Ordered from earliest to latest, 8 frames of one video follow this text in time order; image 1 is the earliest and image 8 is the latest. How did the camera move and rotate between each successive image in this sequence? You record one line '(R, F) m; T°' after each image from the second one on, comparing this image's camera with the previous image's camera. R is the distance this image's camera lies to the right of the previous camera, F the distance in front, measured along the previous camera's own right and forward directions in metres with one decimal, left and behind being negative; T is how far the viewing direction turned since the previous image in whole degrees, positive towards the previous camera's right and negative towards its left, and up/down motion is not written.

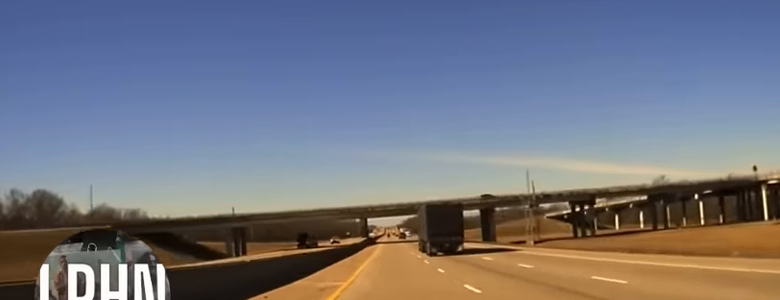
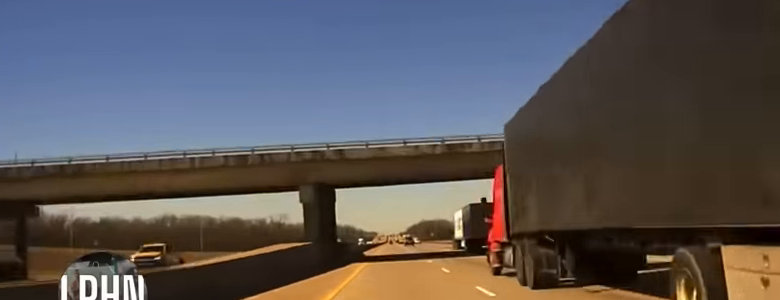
(+1.4, +98.5) m; +1°
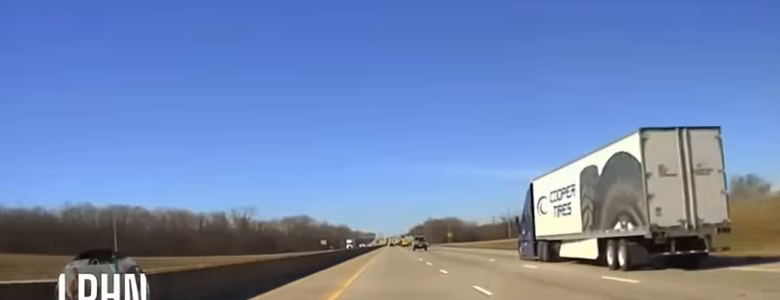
(-0.2, +83.7) m; 0°
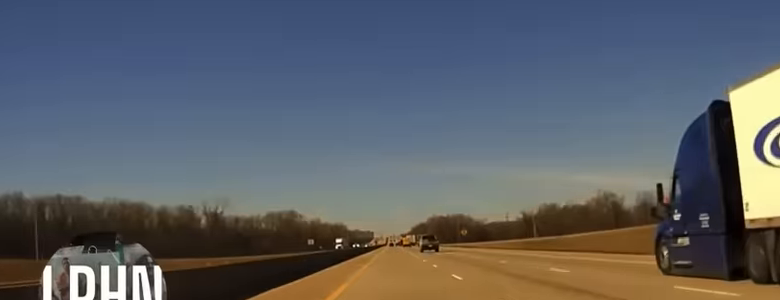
(-0.1, +42.0) m; 0°
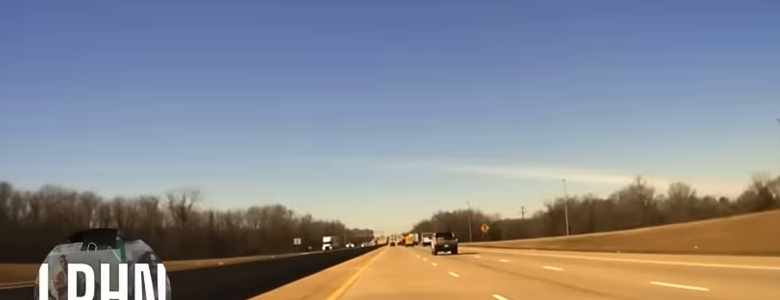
(0.0, +34.2) m; 0°
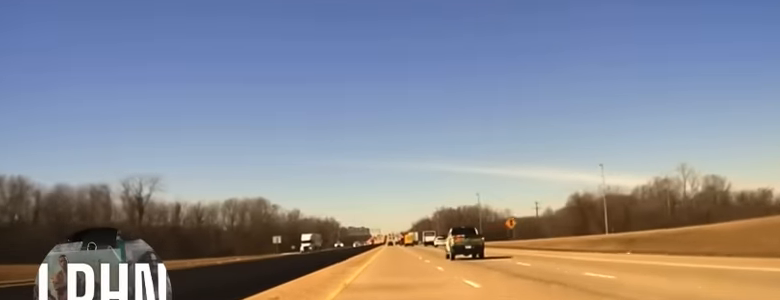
(0.0, +31.5) m; 0°
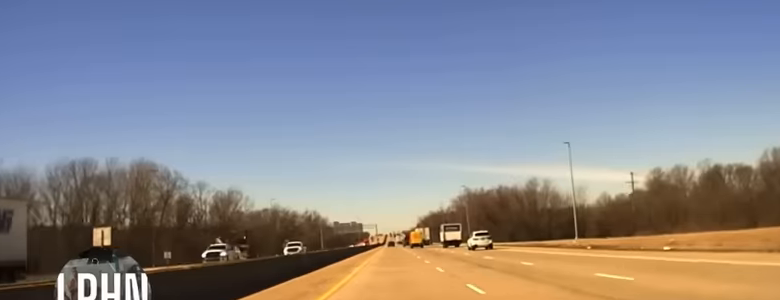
(+0.6, +99.0) m; +1°
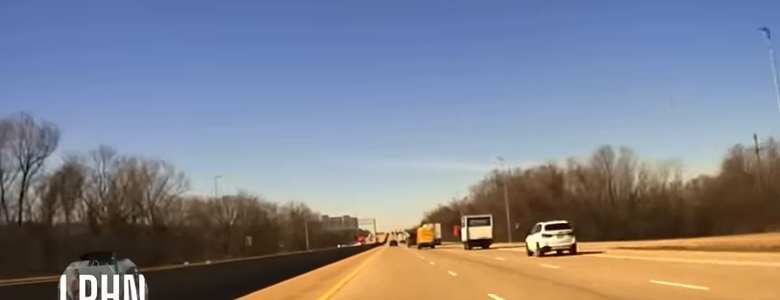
(+0.1, +53.4) m; 0°
